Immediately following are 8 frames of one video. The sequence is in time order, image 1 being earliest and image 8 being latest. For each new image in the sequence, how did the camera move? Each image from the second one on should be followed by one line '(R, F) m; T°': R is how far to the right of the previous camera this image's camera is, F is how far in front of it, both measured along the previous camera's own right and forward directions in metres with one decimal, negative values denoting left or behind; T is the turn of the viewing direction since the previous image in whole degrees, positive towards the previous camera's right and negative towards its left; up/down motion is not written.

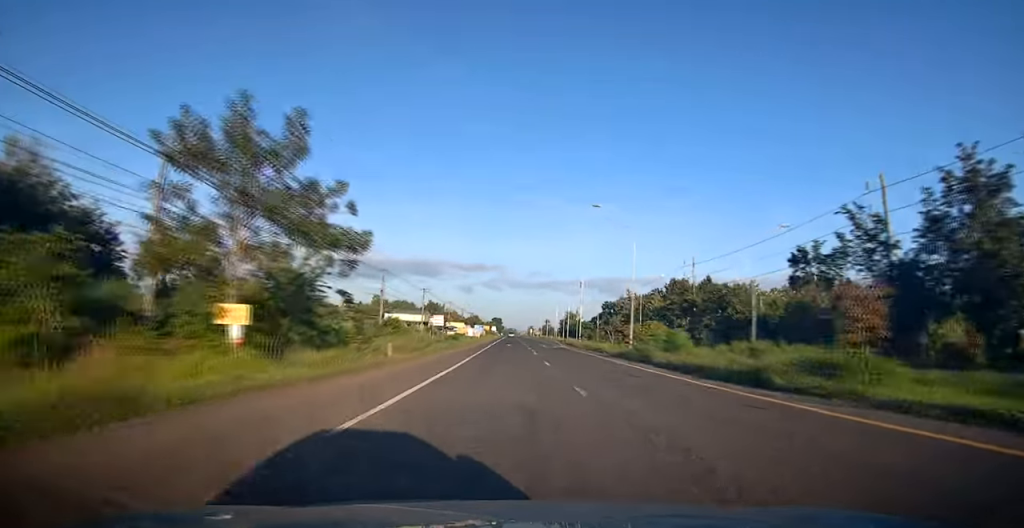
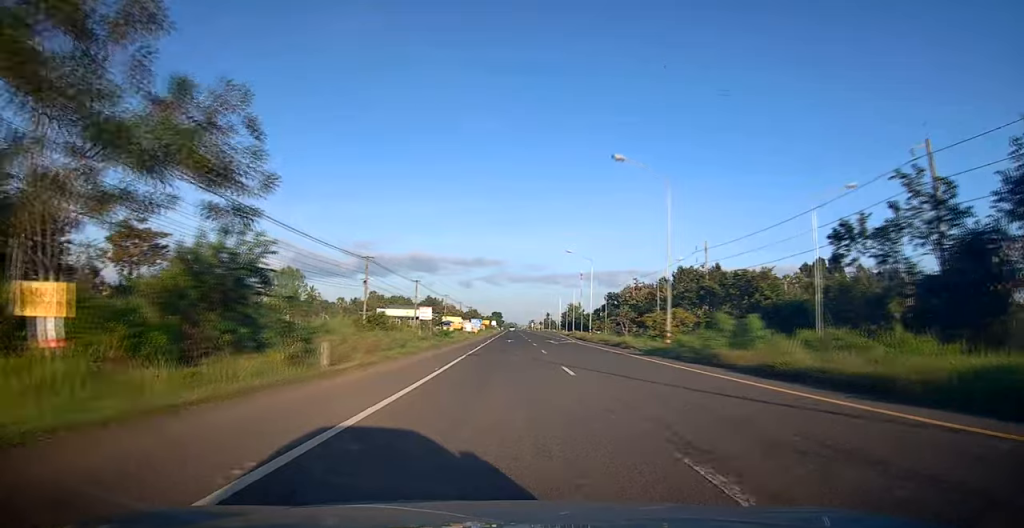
(+0.1, +8.6) m; 0°
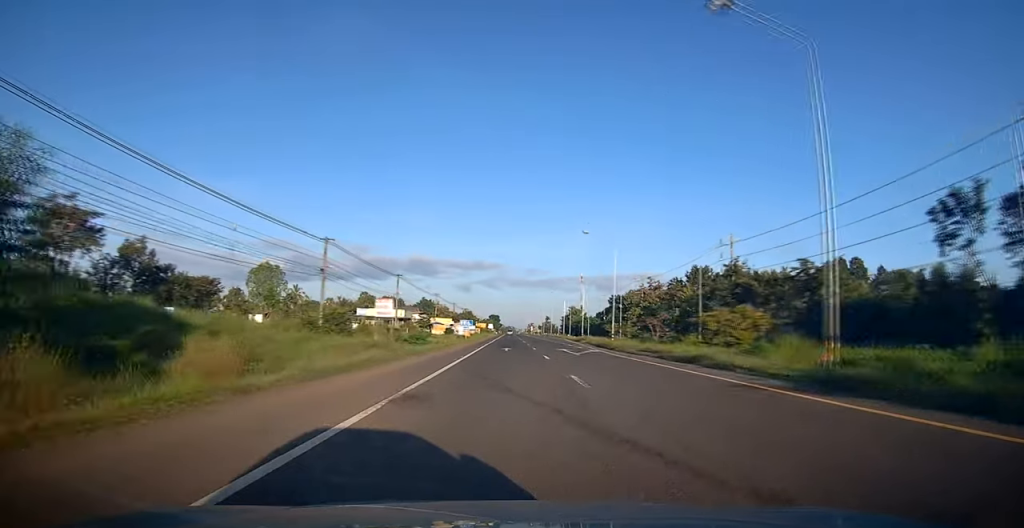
(-0.1, +15.0) m; -1°
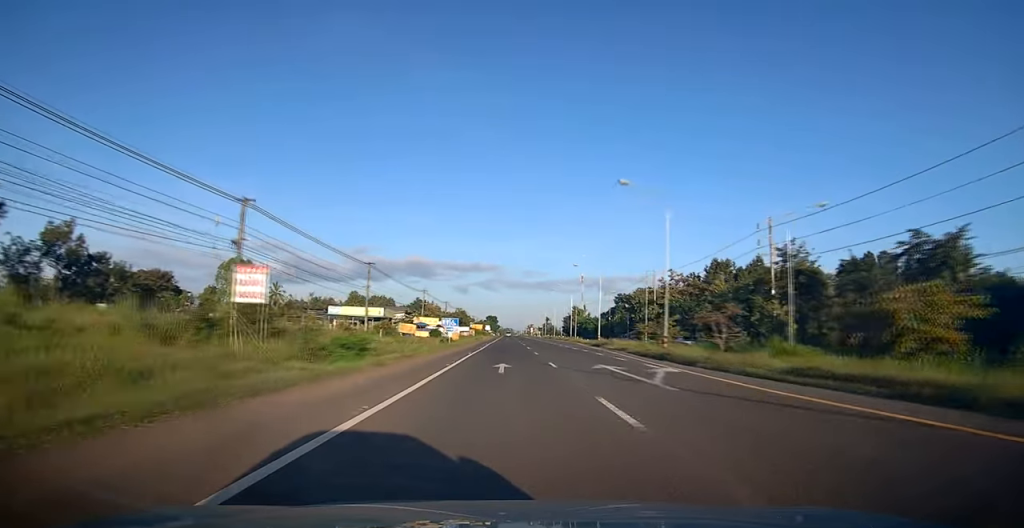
(-0.2, +17.0) m; 0°
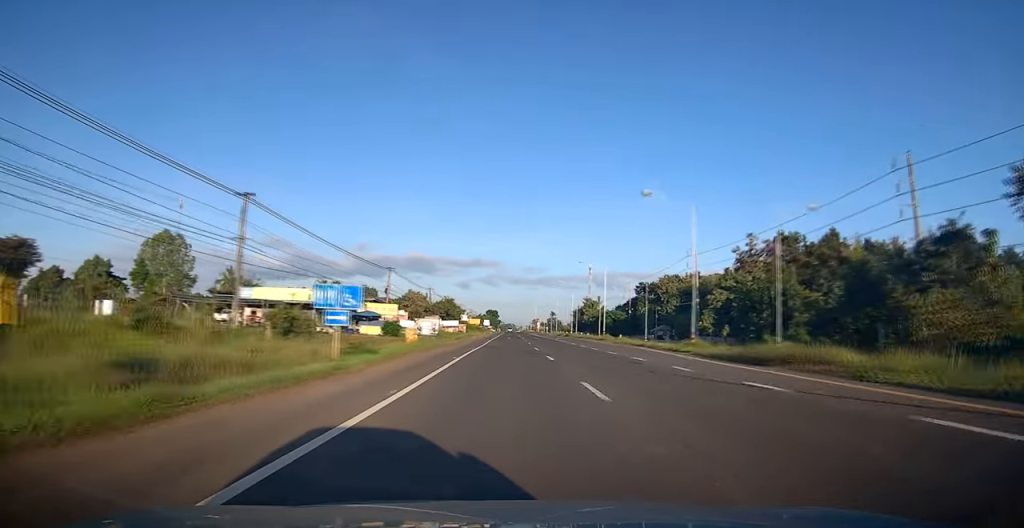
(+0.6, +33.6) m; +1°
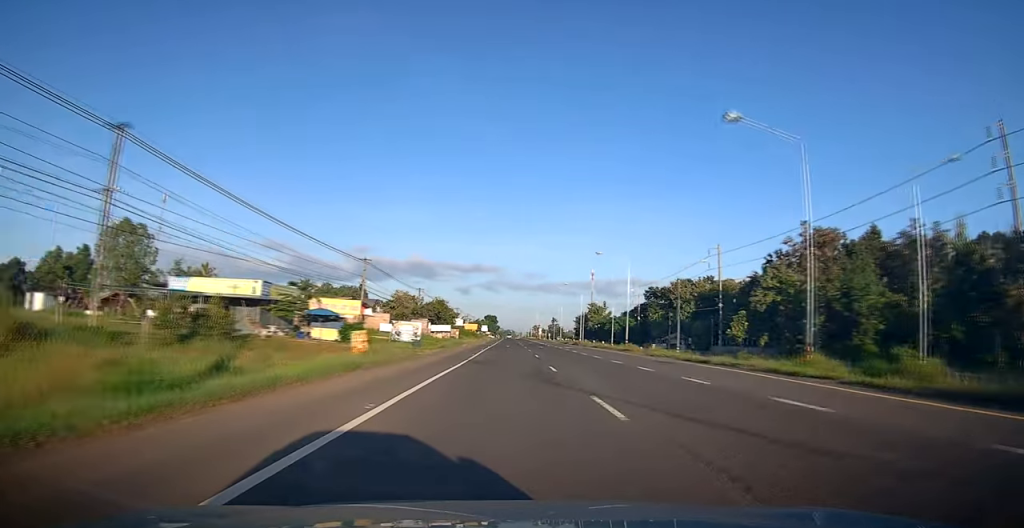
(-0.4, +13.3) m; 0°
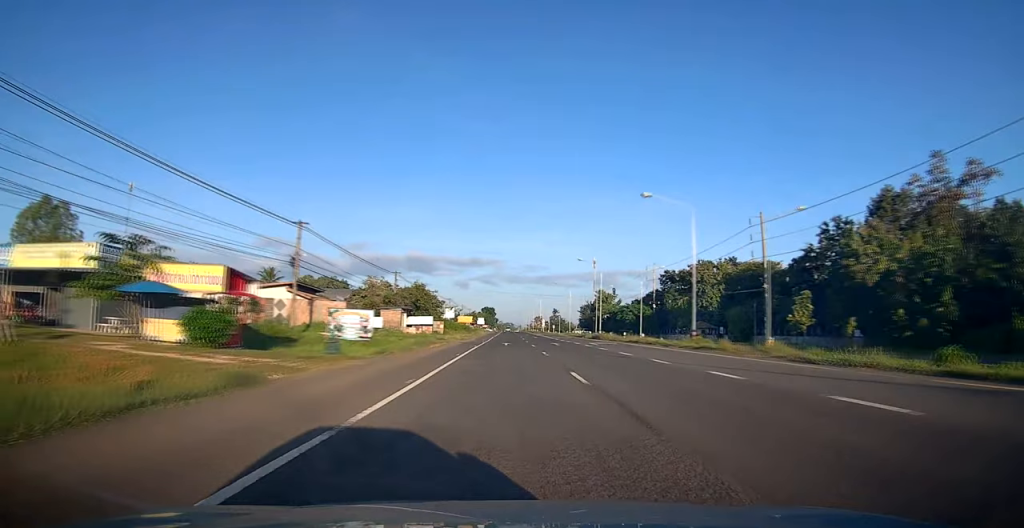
(+0.5, +20.2) m; 0°
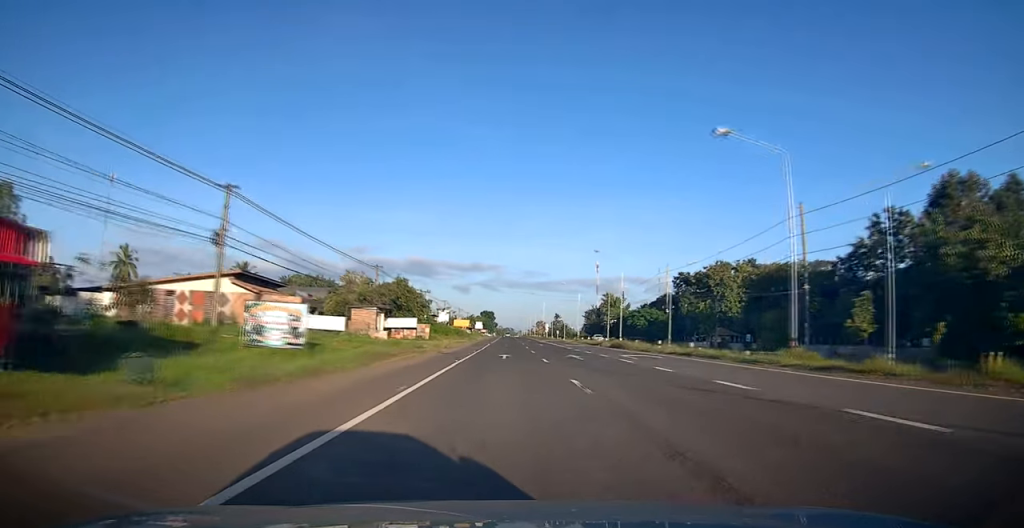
(-0.3, +12.5) m; -1°
